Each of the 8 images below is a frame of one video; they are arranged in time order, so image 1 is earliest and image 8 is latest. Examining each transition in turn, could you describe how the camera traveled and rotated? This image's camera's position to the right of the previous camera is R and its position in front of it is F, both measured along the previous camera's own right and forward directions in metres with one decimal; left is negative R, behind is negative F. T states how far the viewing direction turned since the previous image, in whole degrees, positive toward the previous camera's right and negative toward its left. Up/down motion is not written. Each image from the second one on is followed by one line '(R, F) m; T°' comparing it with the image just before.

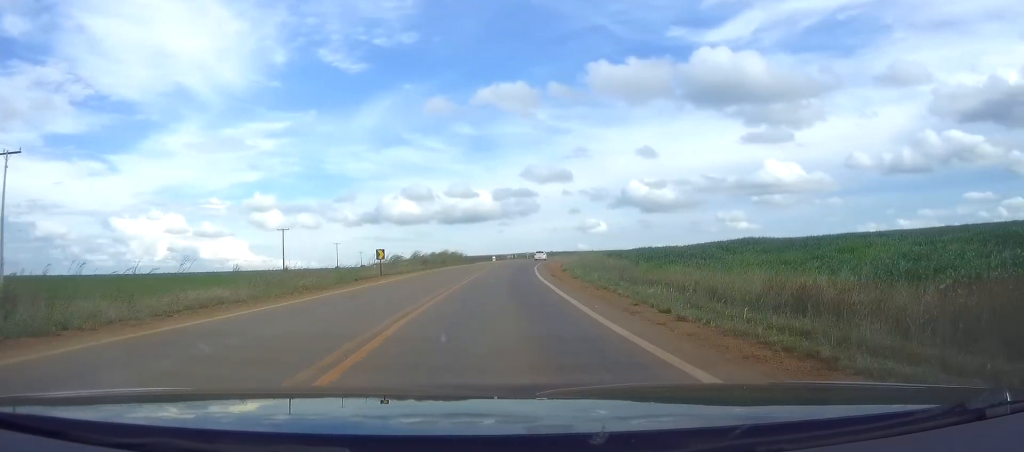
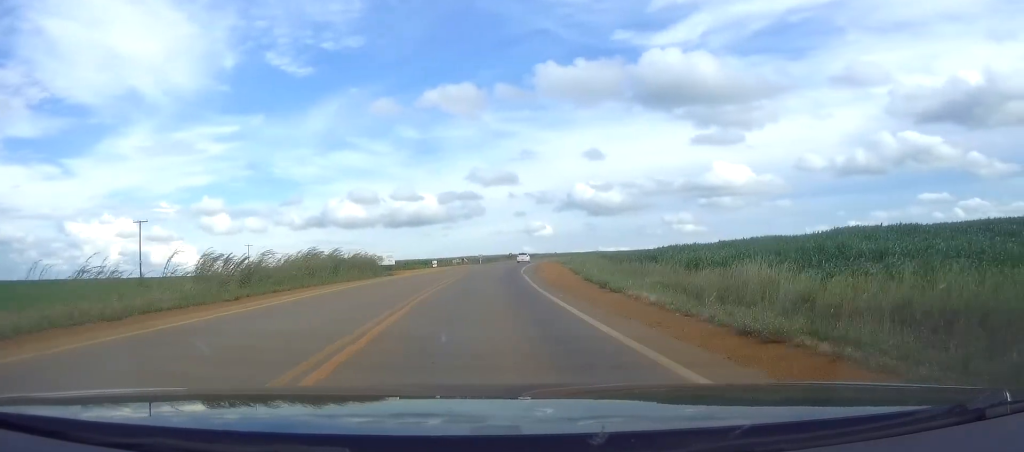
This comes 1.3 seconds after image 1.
(0.0, +38.1) m; 0°
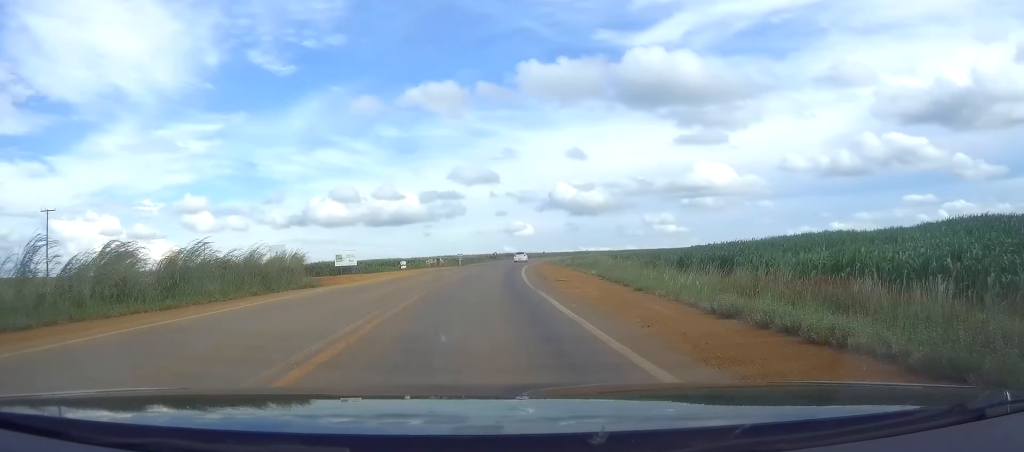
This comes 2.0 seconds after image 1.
(0.0, +18.4) m; 0°
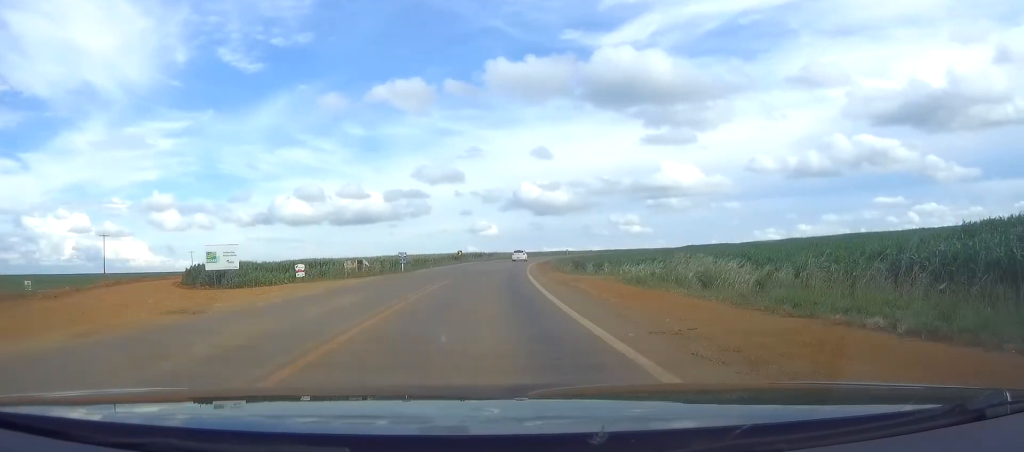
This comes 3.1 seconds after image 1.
(0.0, +33.9) m; 0°
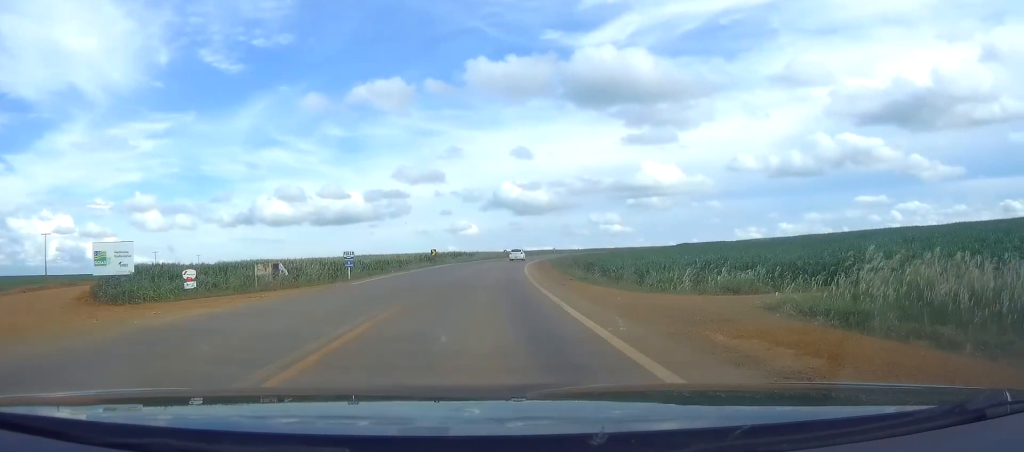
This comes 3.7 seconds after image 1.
(0.0, +15.4) m; 0°
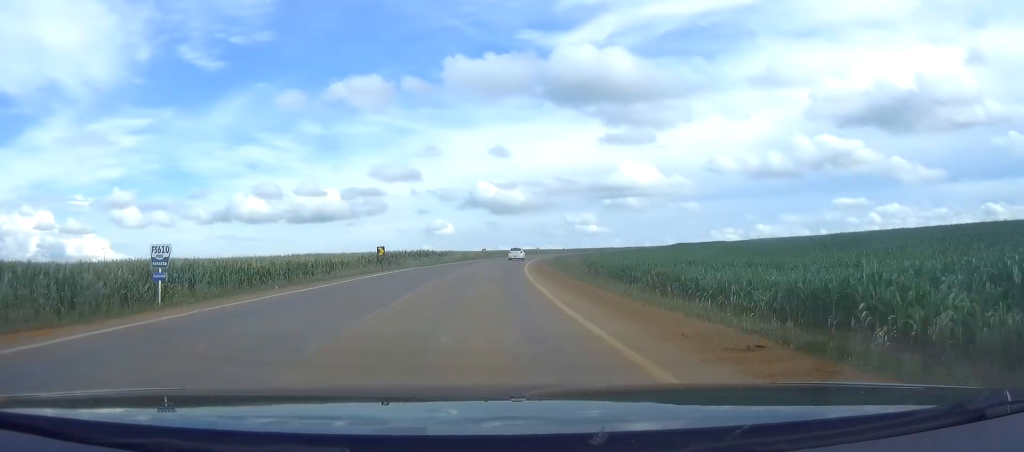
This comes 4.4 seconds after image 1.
(0.0, +21.1) m; 0°
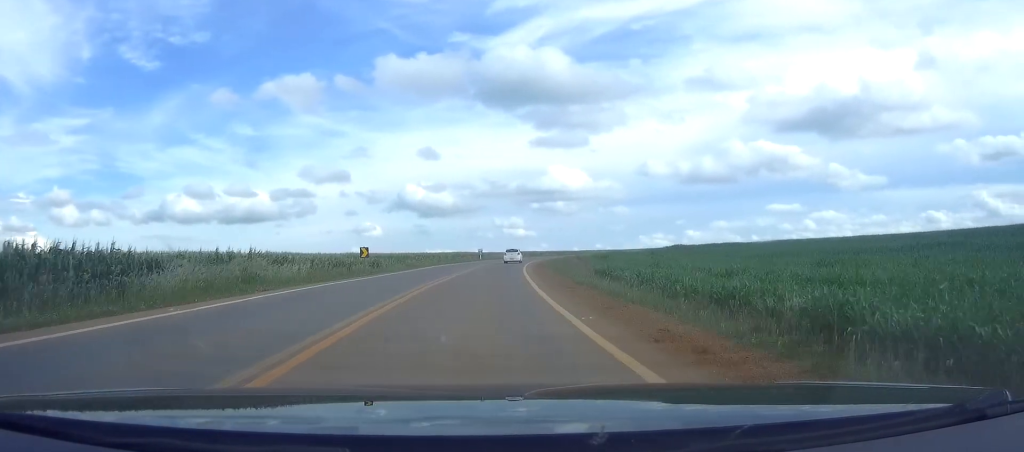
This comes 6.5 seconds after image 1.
(0.0, +60.8) m; 0°
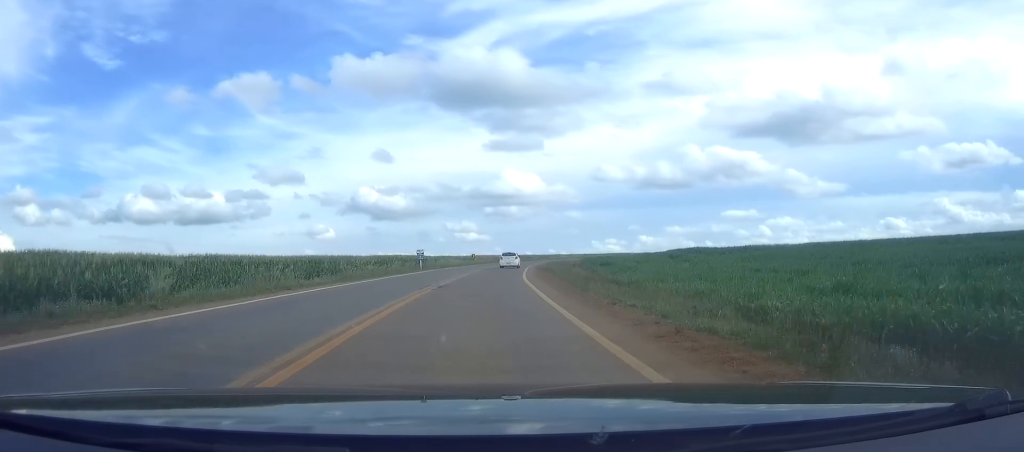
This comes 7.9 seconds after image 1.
(0.0, +39.4) m; 0°
